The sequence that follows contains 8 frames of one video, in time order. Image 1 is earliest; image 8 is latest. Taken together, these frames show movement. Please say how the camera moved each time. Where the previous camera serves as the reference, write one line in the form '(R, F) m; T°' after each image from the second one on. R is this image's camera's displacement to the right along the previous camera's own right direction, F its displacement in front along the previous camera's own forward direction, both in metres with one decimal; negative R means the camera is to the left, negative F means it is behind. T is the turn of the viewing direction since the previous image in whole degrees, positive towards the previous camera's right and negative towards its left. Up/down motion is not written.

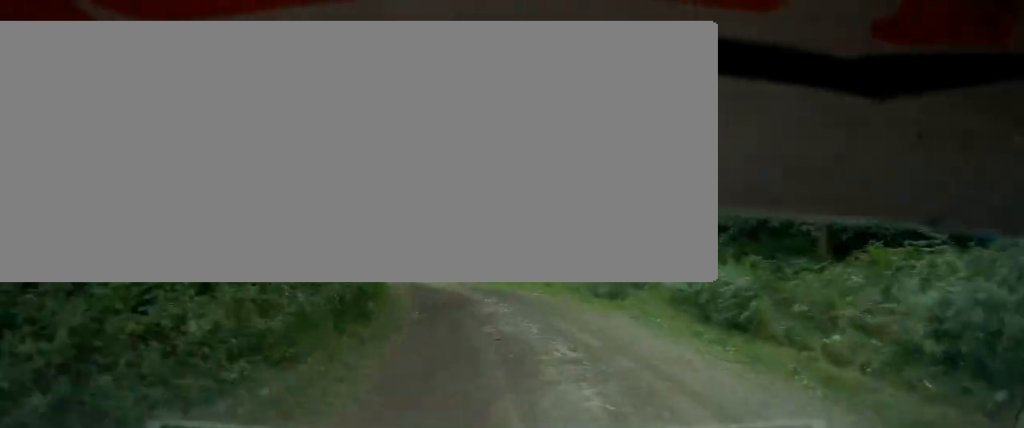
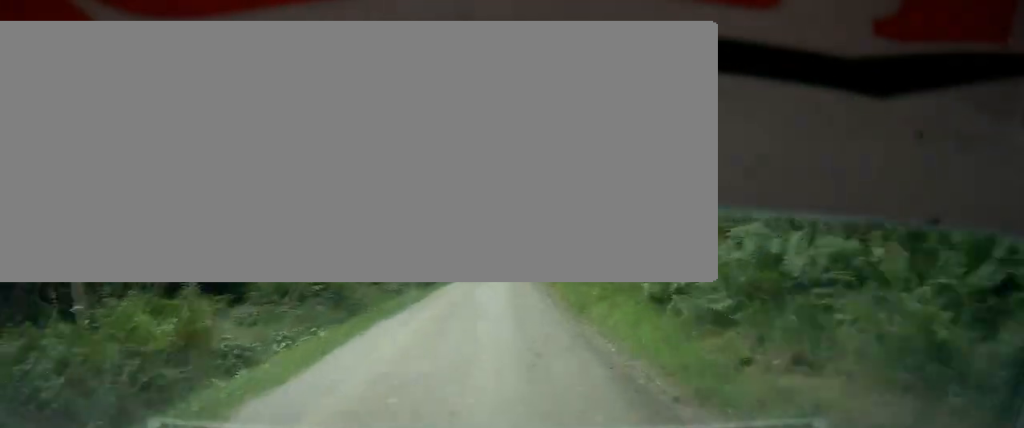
(-11.1, +63.0) m; -14°
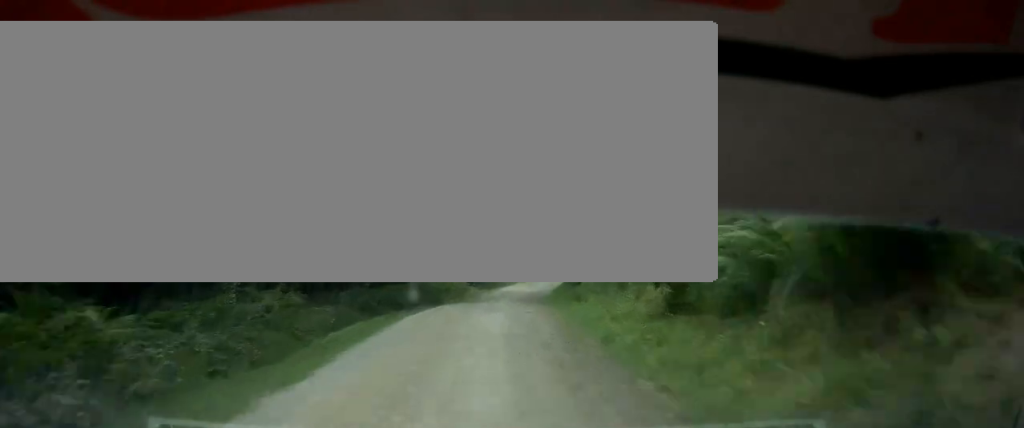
(+0.2, +19.2) m; 0°
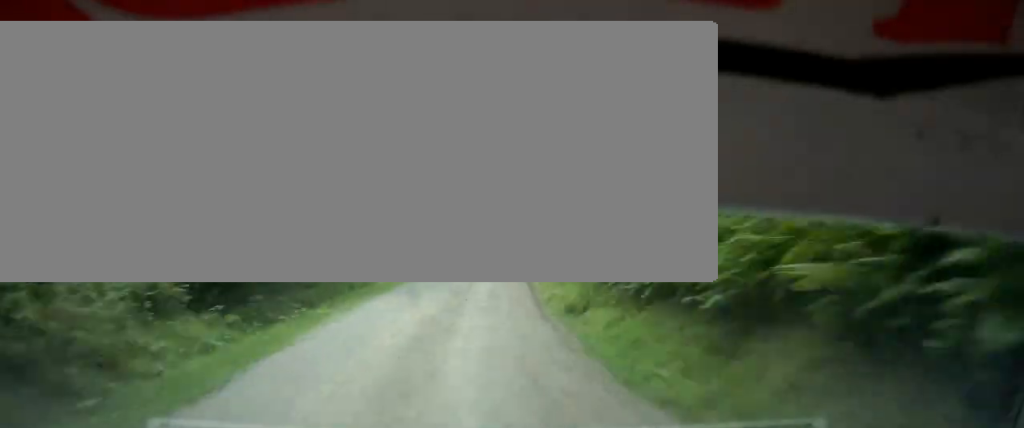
(+0.1, +37.8) m; +3°
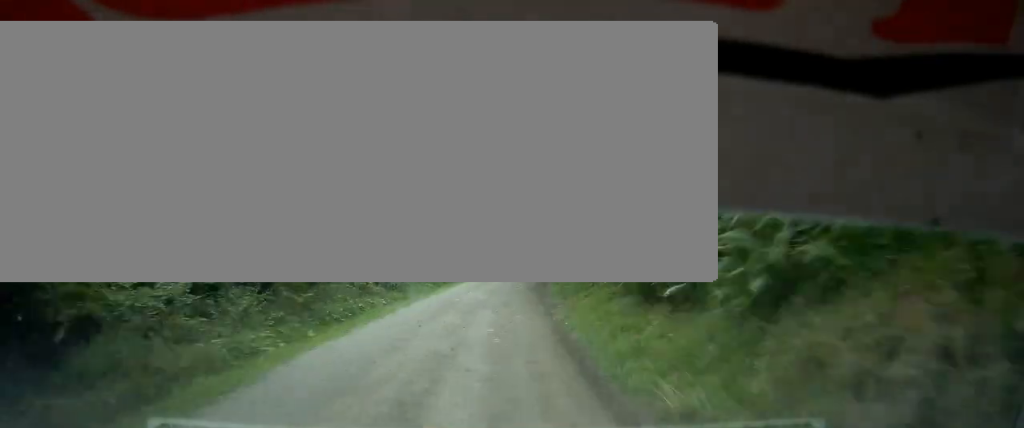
(+0.4, +14.3) m; +2°
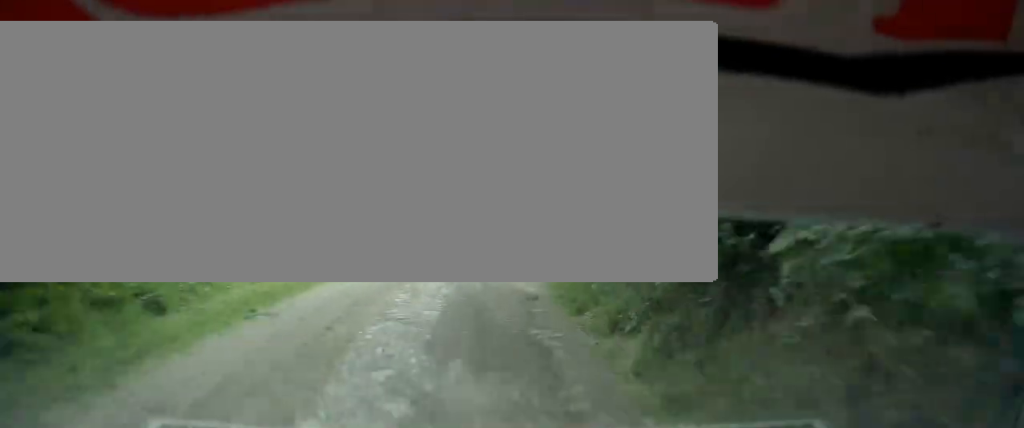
(+1.8, +42.9) m; +8°
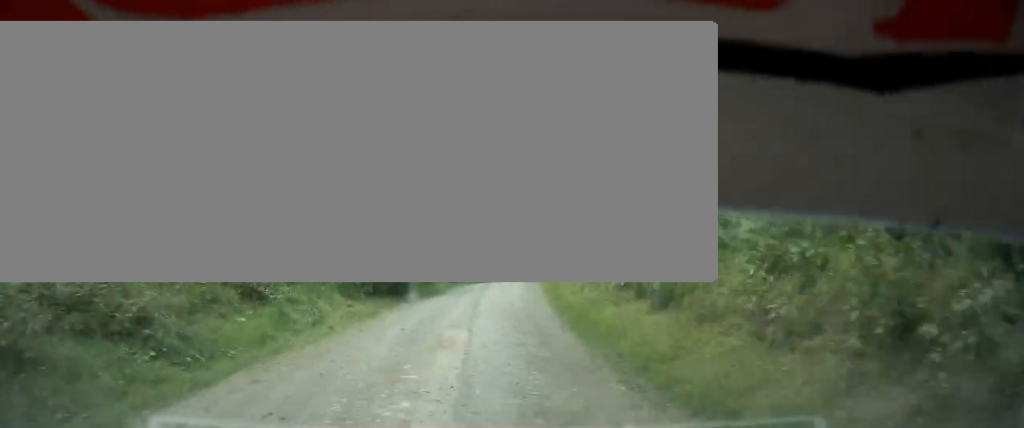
(+1.1, +18.1) m; +6°
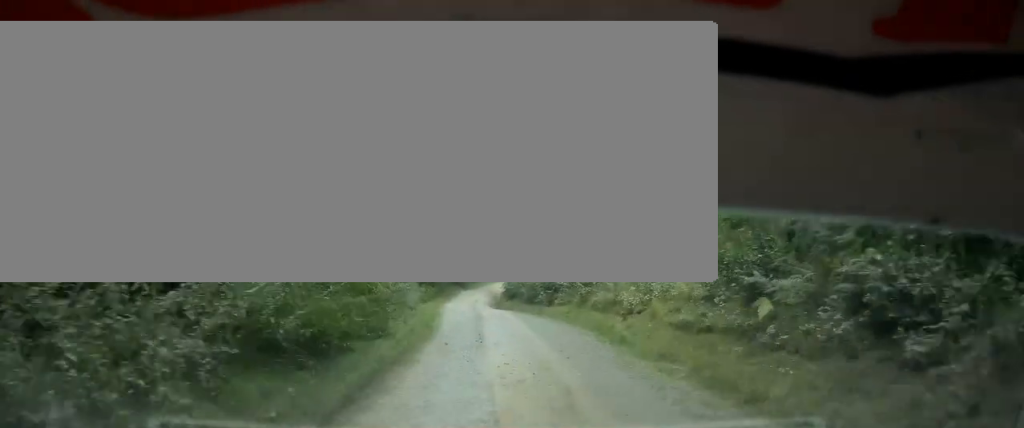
(+2.7, +28.6) m; +10°
